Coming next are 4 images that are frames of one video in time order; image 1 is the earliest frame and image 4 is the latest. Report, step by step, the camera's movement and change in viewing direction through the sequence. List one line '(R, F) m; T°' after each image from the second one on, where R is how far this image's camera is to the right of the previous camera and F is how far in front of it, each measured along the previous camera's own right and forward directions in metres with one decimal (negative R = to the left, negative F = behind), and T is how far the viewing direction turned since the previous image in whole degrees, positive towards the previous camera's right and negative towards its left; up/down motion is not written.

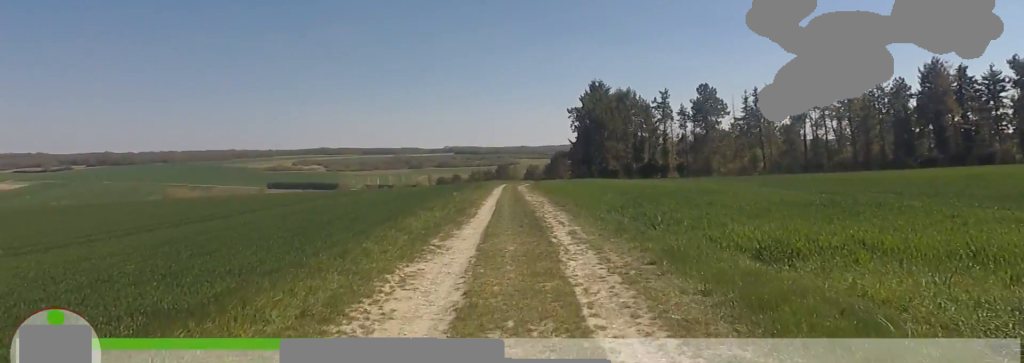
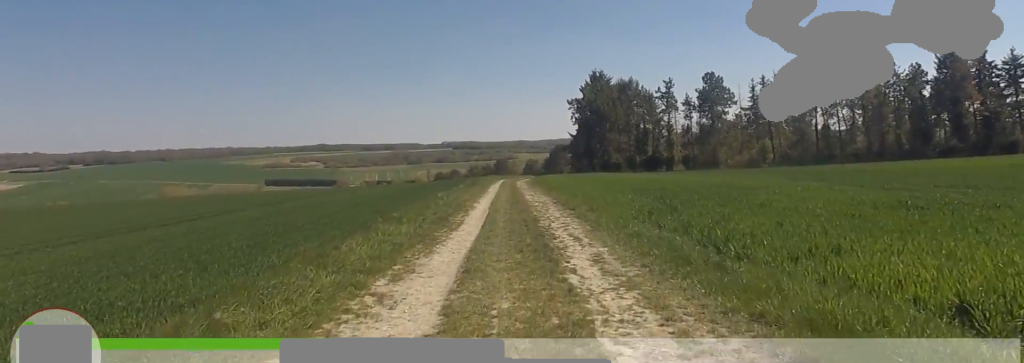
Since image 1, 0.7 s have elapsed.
(-0.3, +3.8) m; +4°
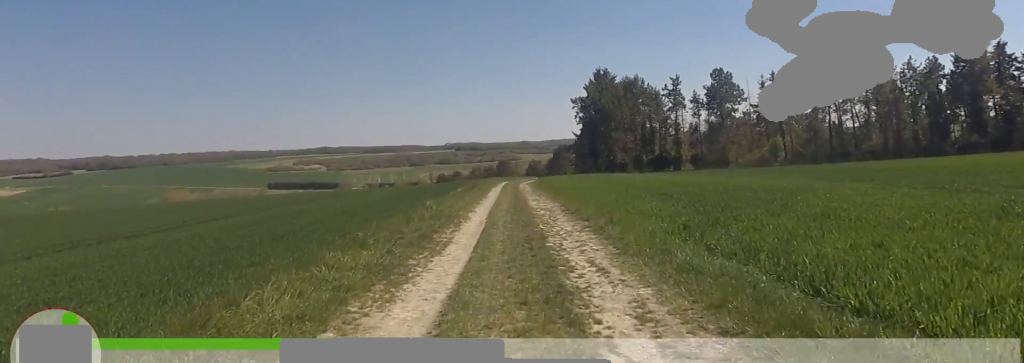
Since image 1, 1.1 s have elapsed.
(+0.7, +2.6) m; 0°
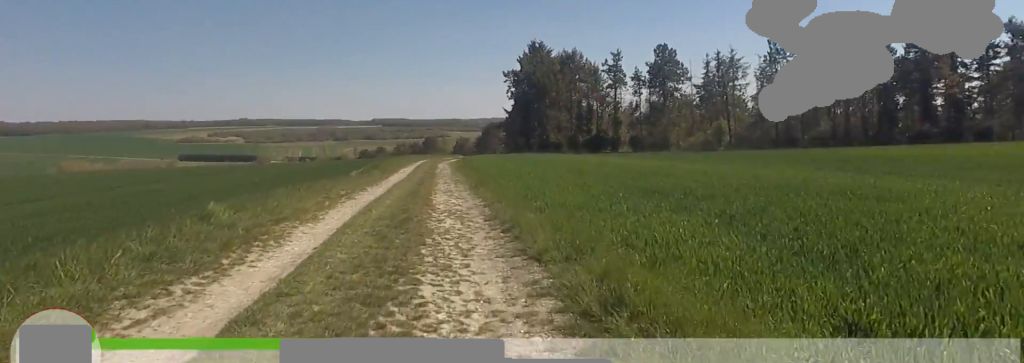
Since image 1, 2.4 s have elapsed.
(-0.8, +7.2) m; 0°
